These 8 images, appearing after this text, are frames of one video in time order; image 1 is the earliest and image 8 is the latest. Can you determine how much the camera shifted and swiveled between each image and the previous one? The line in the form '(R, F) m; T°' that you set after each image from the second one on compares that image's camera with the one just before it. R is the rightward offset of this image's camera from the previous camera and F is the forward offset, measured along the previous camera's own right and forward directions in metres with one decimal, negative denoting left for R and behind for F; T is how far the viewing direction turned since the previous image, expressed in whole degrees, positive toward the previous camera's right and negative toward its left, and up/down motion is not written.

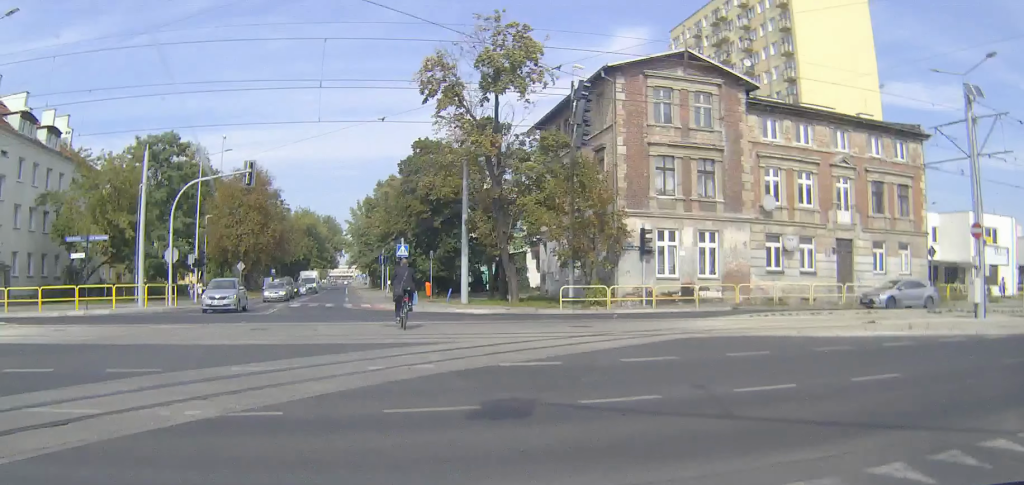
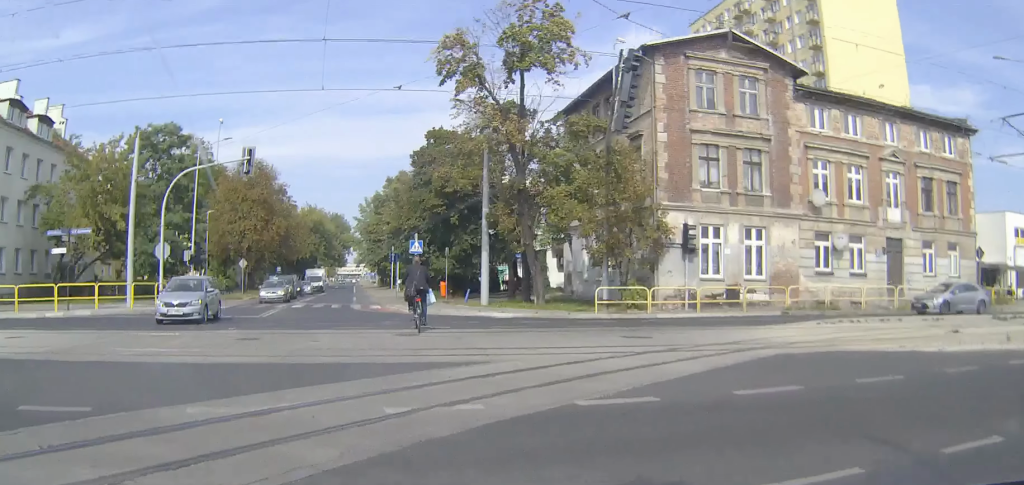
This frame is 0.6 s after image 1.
(0.0, +3.9) m; -1°
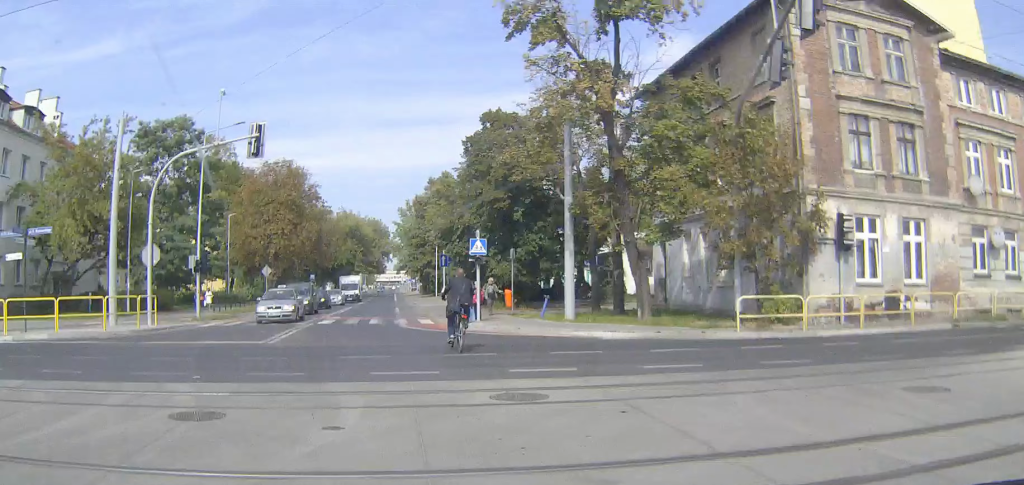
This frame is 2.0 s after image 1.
(-0.4, +8.5) m; -5°
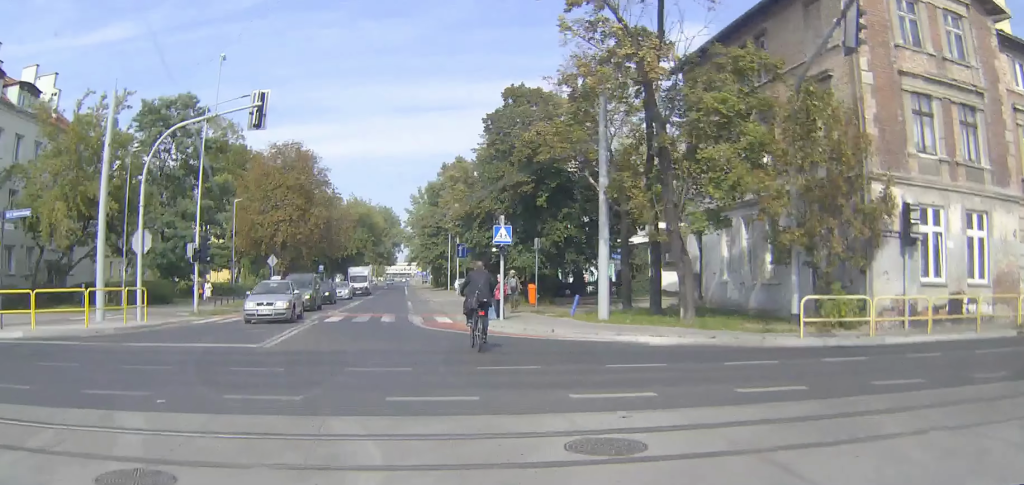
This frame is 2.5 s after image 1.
(-0.1, +2.6) m; -1°
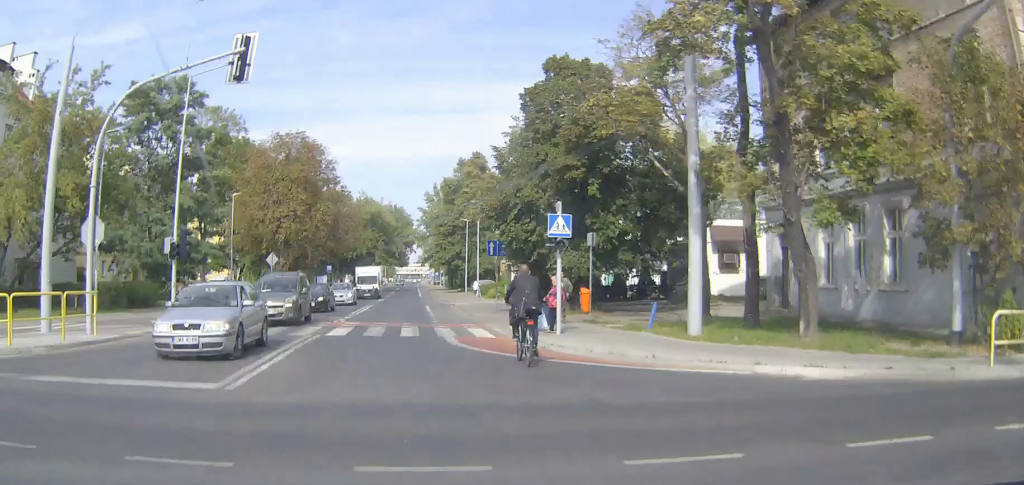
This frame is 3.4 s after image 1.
(0.0, +6.1) m; -1°
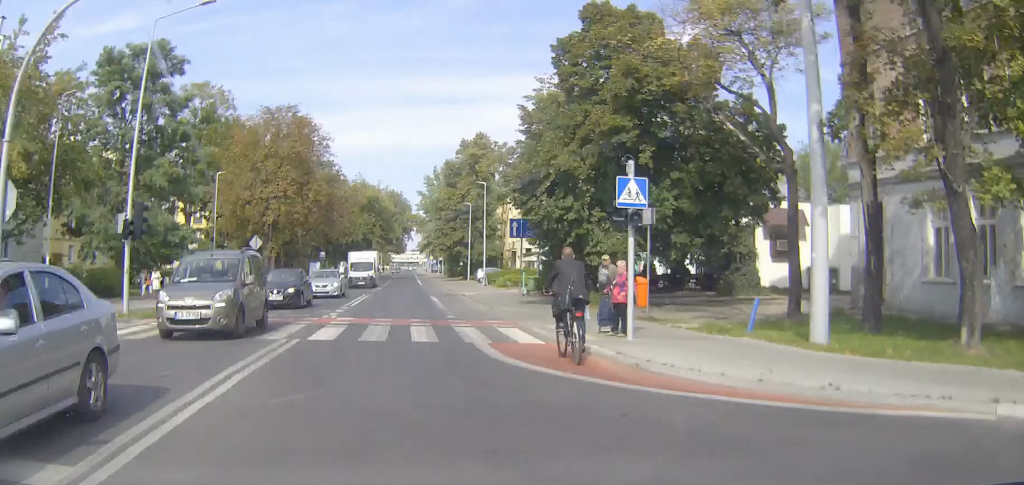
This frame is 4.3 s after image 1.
(0.0, +6.0) m; 0°
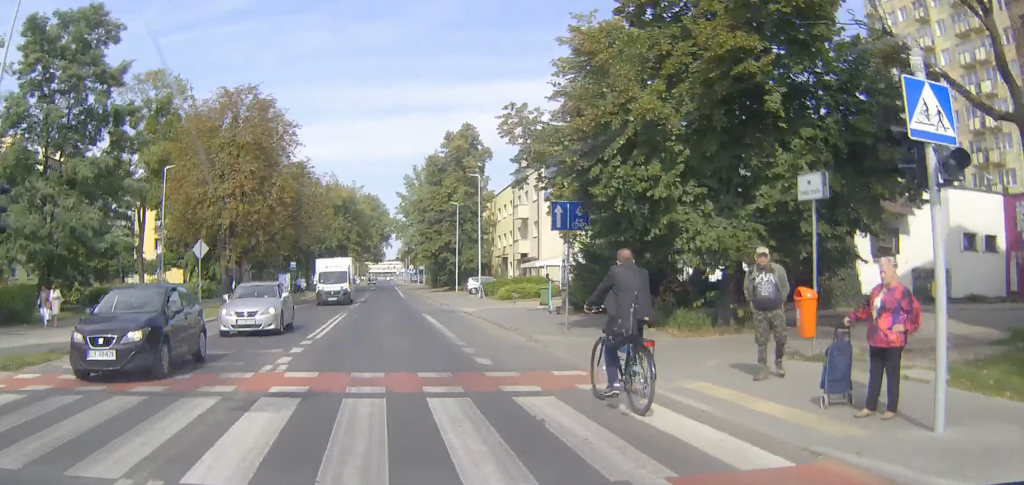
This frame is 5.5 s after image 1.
(0.0, +9.6) m; +1°
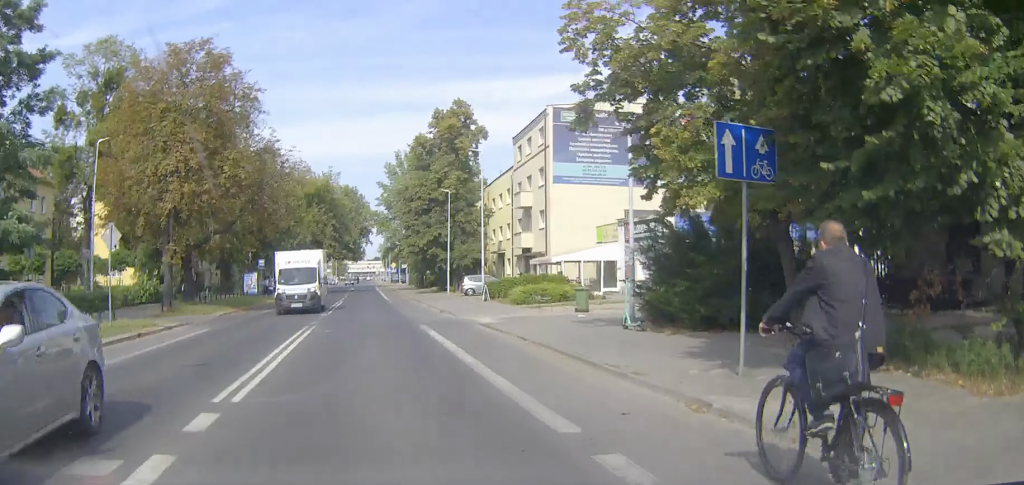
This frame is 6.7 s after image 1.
(+0.2, +10.1) m; +2°
